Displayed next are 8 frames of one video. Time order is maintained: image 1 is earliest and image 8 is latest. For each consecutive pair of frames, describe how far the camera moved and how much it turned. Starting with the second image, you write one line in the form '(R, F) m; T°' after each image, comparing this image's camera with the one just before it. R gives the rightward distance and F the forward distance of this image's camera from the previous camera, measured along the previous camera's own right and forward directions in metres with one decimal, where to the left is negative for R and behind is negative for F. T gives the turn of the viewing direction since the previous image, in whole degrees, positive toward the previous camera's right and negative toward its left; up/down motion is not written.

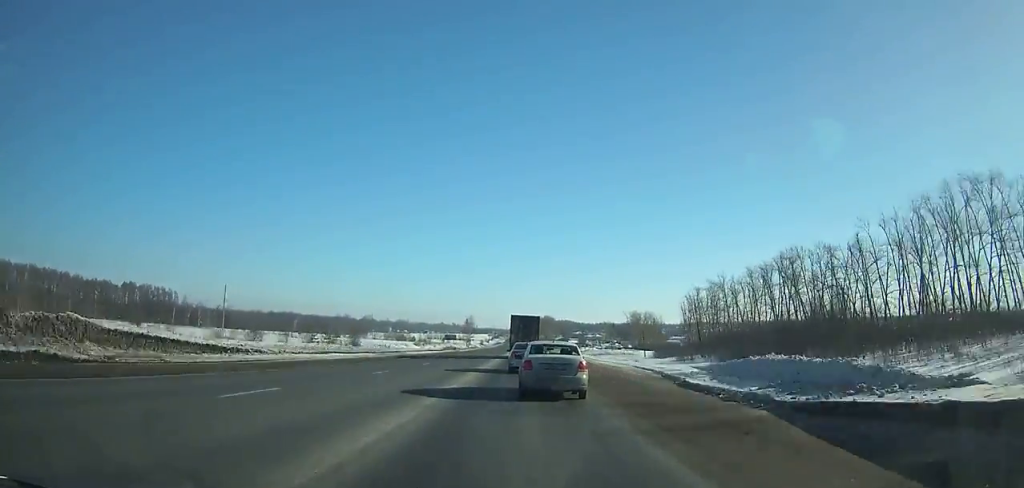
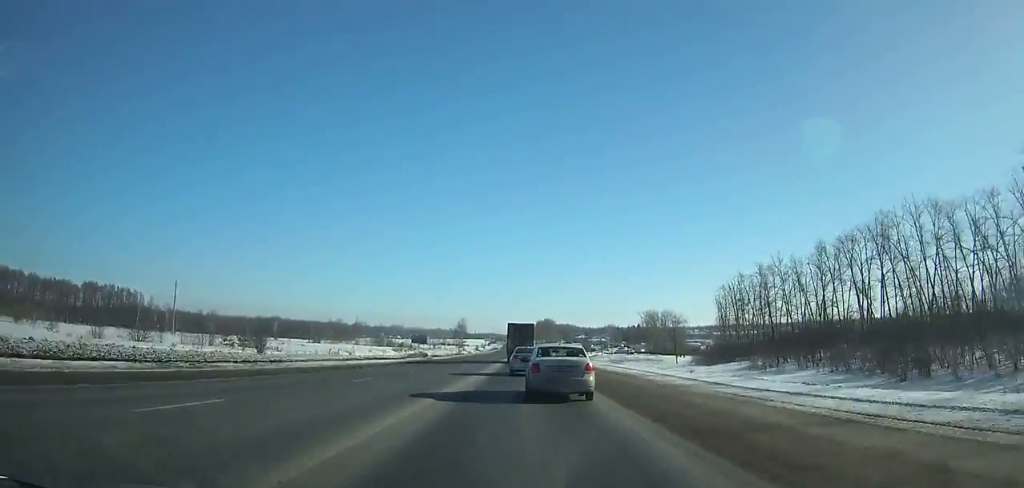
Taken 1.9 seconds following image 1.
(+0.1, +38.4) m; 0°
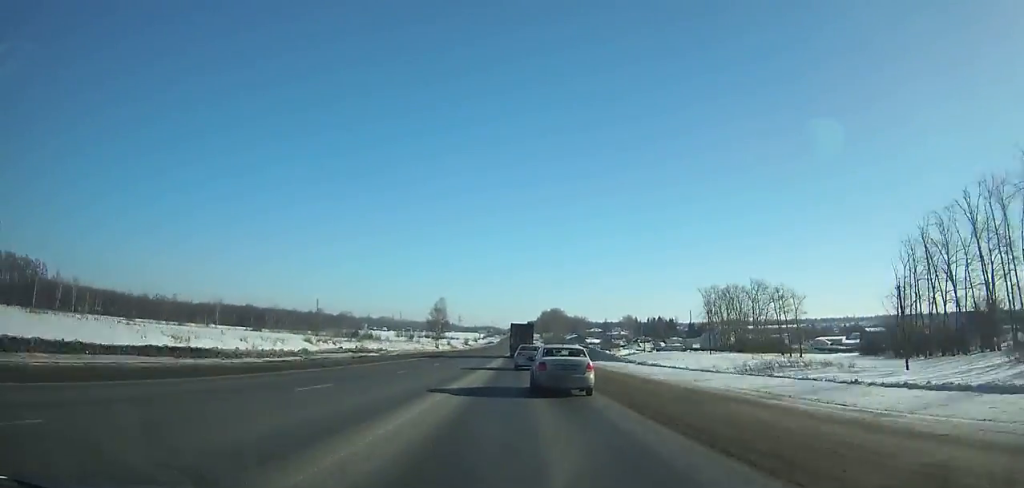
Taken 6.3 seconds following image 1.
(-0.2, +90.8) m; 0°
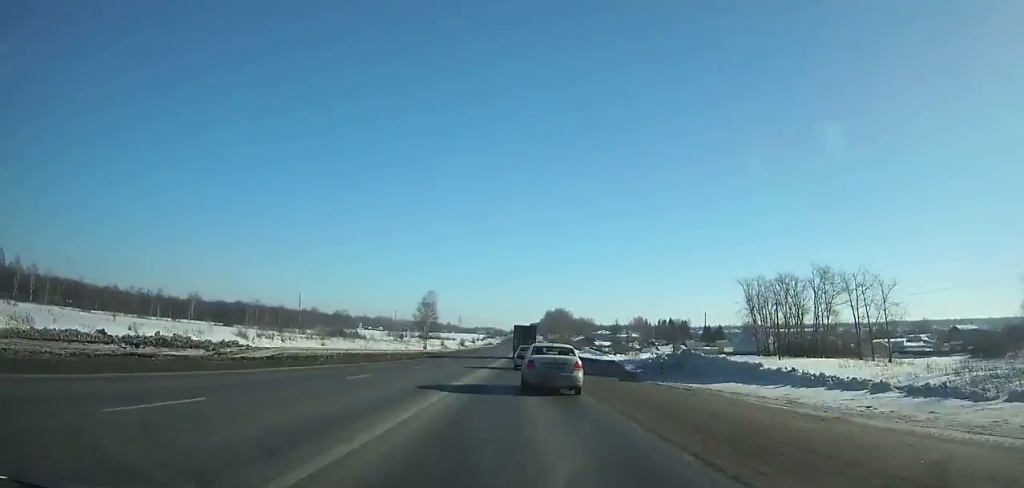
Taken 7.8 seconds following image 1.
(0.0, +31.4) m; 0°
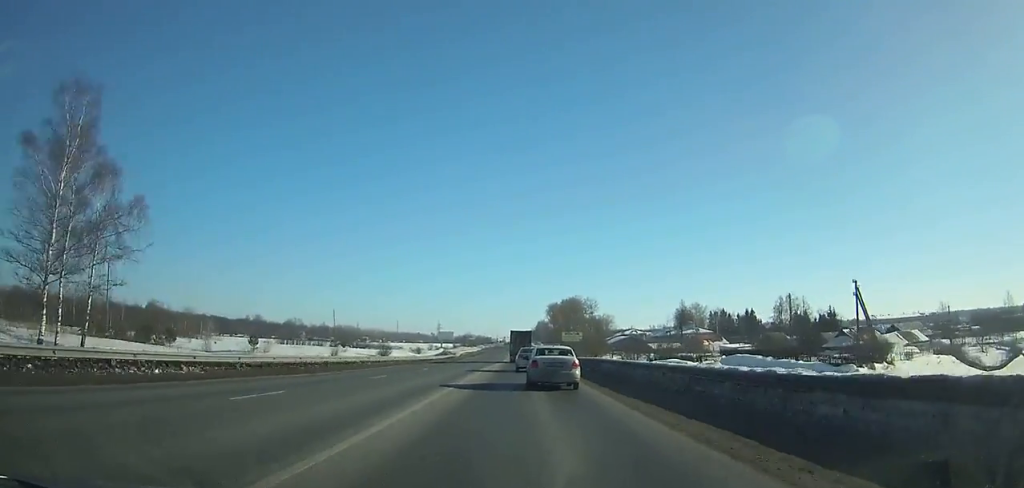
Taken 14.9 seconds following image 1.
(+0.4, +150.4) m; 0°
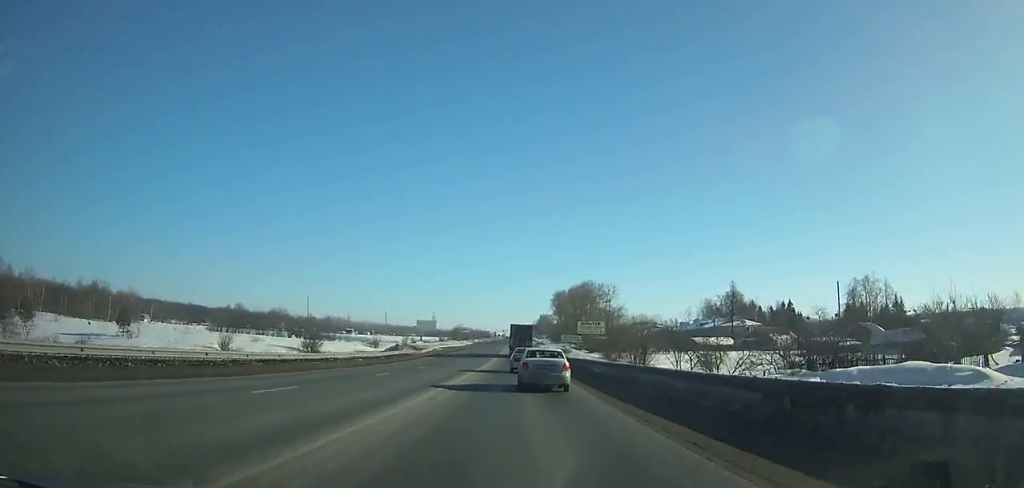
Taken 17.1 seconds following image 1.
(+0.1, +45.5) m; 0°
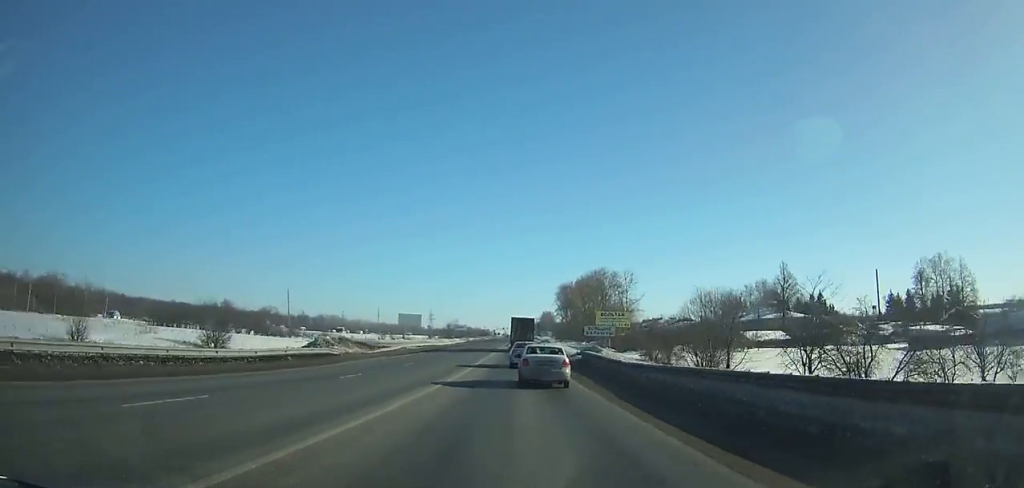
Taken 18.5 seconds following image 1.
(0.0, +27.6) m; 0°
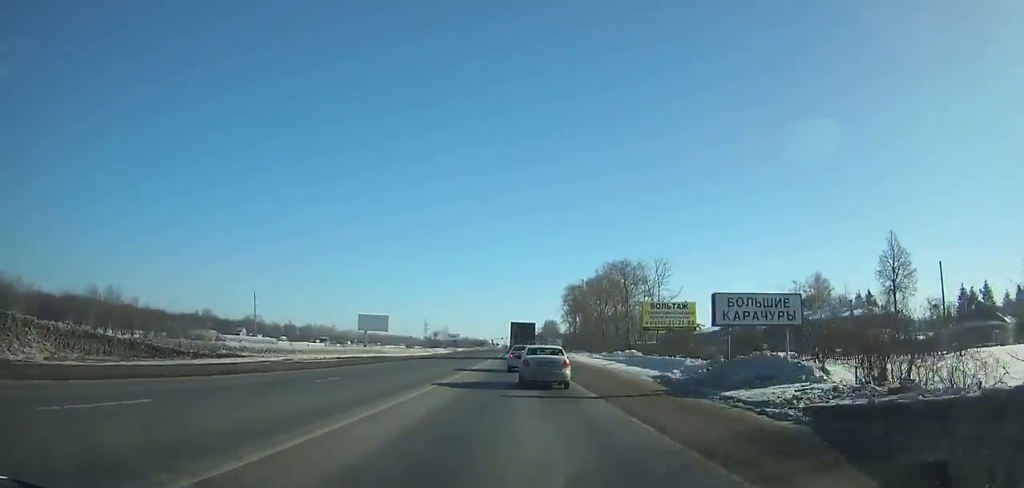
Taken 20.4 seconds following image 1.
(0.0, +36.4) m; 0°
